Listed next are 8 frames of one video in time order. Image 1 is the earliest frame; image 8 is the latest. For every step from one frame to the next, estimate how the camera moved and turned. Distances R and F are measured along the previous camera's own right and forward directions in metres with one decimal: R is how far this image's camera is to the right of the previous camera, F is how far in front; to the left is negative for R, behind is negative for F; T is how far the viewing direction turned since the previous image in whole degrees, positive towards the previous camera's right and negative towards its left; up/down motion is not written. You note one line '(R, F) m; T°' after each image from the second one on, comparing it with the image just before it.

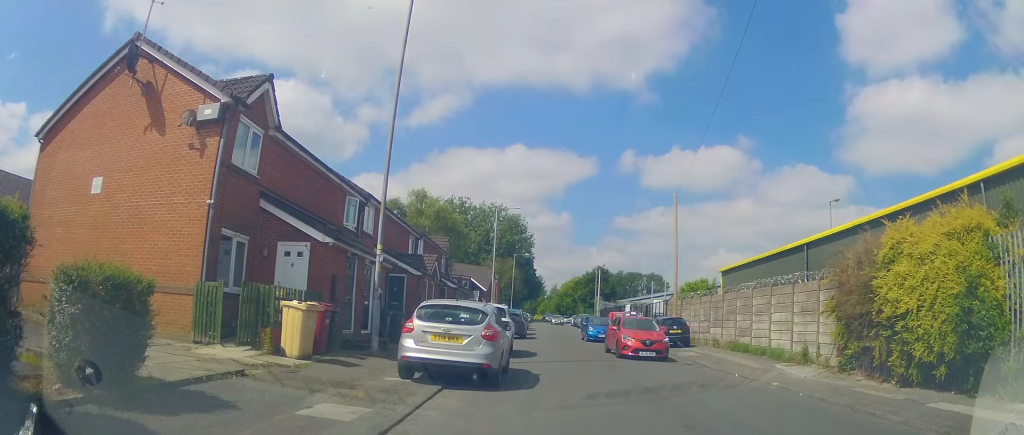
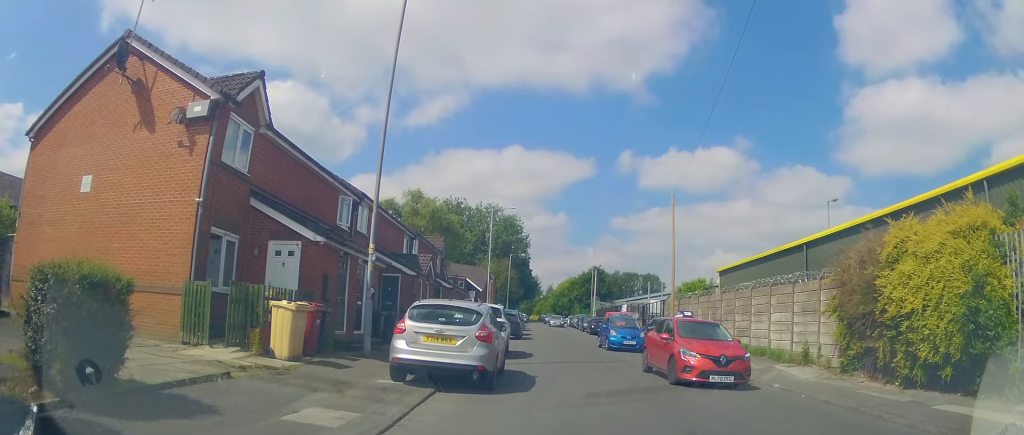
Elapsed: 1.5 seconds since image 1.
(0.0, 0.0) m; 0°
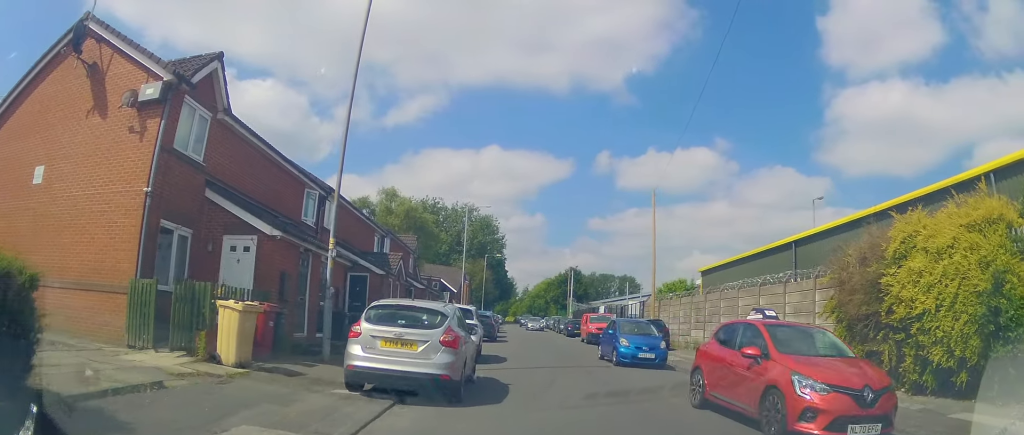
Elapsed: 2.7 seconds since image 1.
(0.0, 0.0) m; 0°
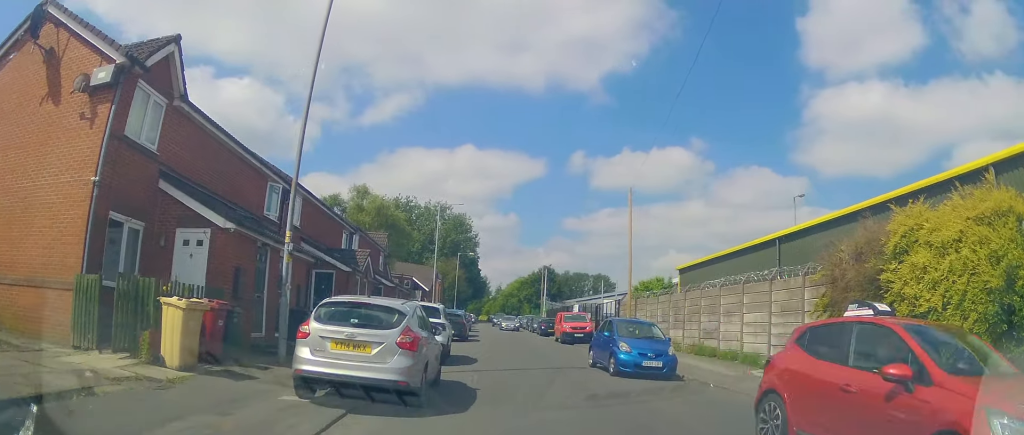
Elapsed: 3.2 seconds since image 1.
(+0.1, +0.4) m; +1°
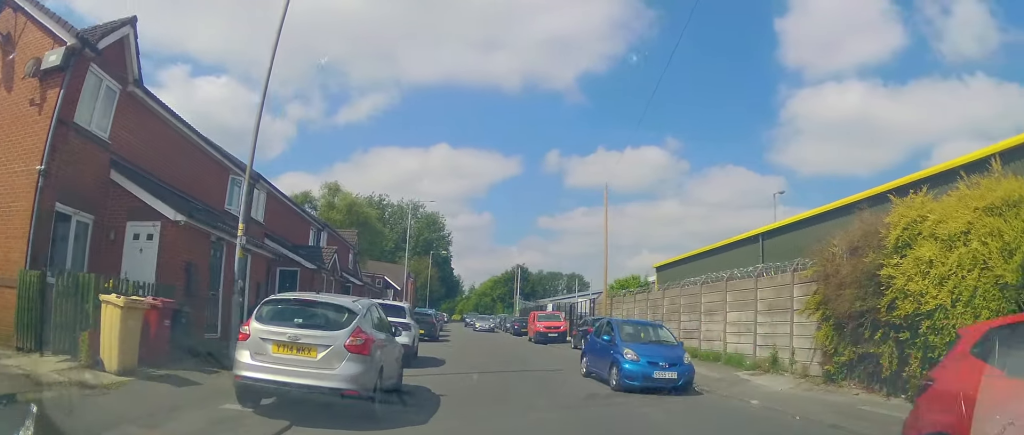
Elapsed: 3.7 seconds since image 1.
(+0.1, +0.5) m; +1°
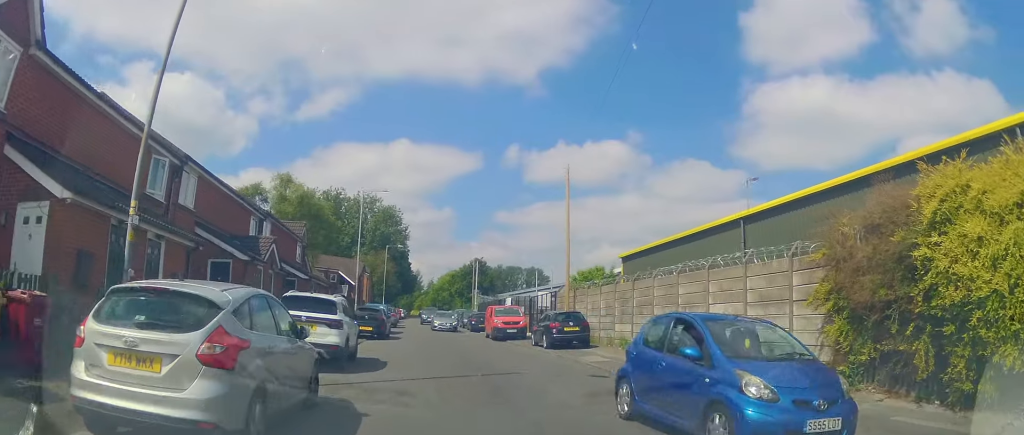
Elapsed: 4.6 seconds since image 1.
(-0.1, +2.0) m; +8°
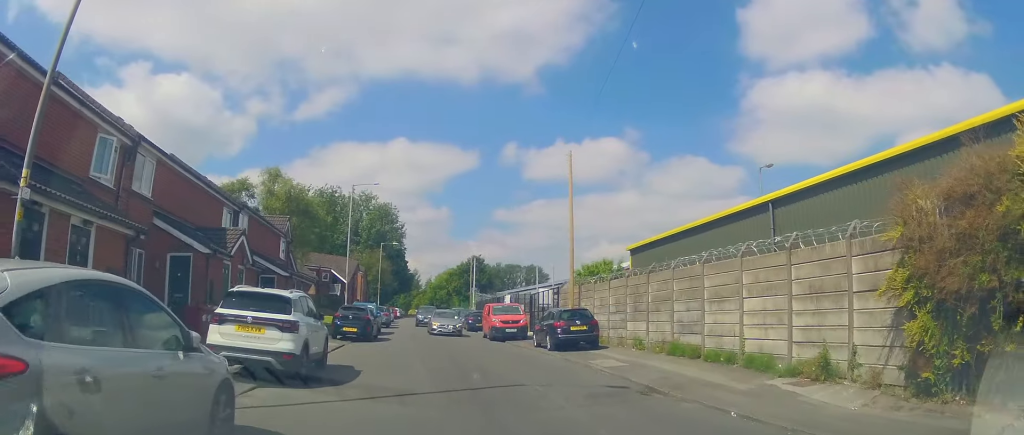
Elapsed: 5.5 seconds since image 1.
(+0.3, +2.3) m; +1°
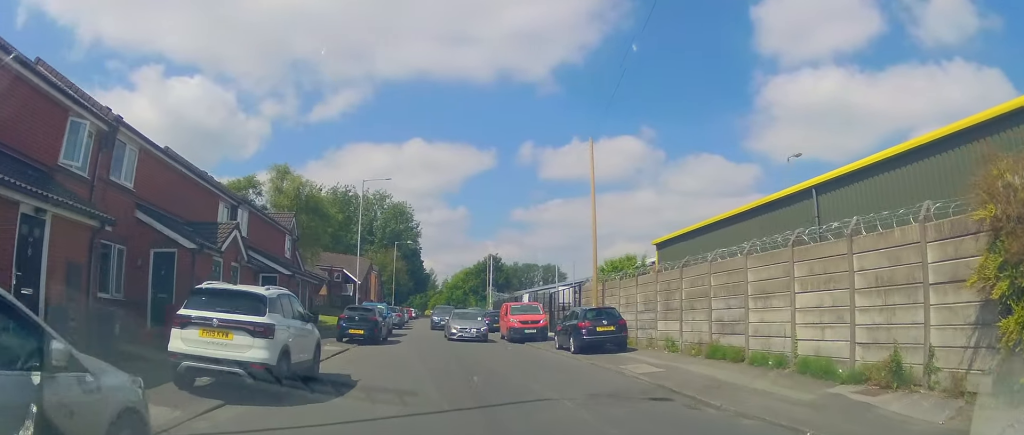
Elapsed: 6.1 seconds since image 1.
(0.0, +1.7) m; -4°
